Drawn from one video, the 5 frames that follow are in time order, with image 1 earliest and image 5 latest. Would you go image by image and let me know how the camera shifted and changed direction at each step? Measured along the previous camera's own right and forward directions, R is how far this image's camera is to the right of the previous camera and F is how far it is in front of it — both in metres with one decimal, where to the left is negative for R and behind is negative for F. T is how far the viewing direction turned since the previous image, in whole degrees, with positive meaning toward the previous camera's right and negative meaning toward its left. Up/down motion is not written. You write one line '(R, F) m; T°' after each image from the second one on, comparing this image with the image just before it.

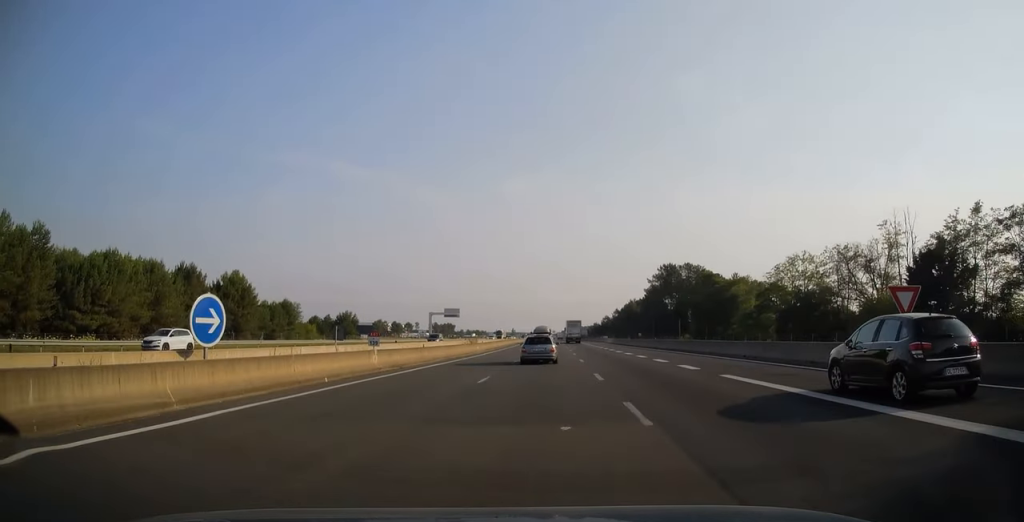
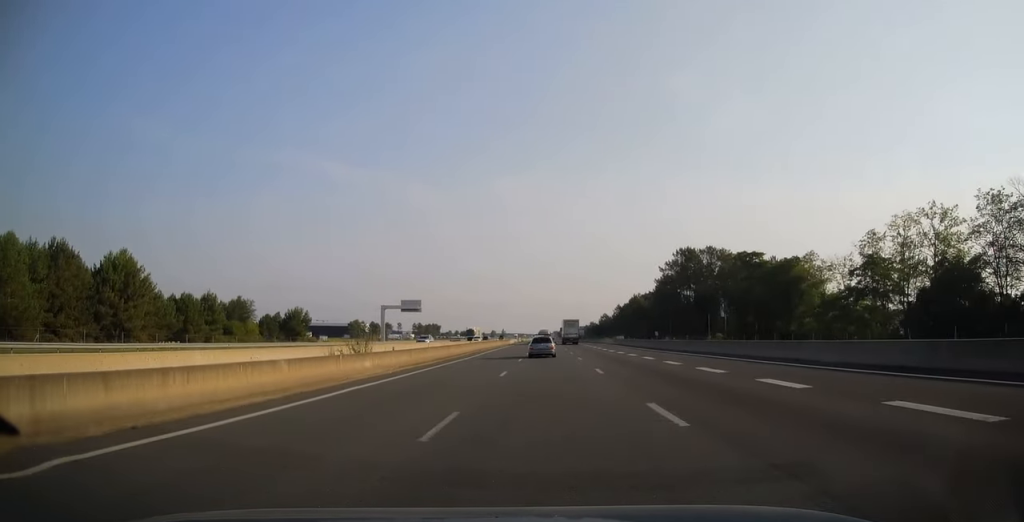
(+0.1, +35.5) m; +1°
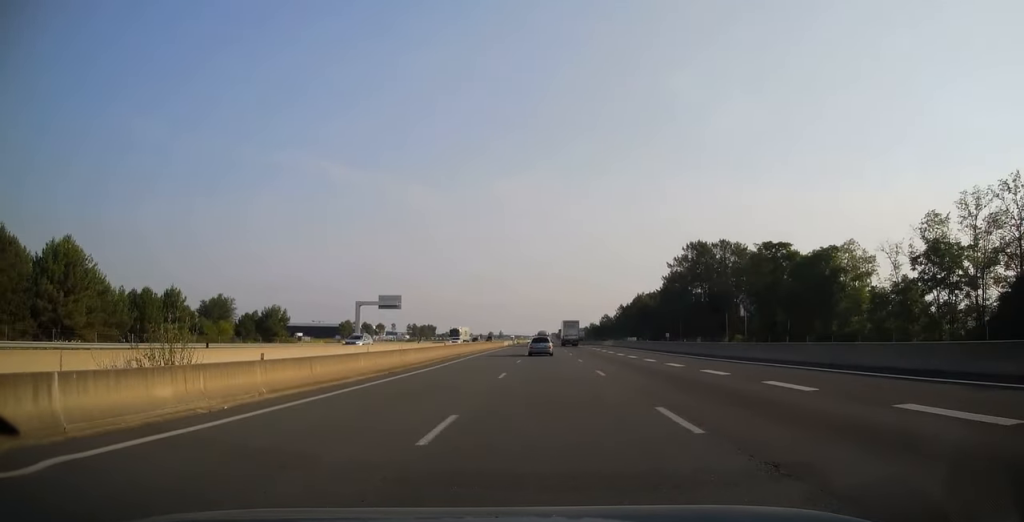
(+0.1, +13.4) m; 0°
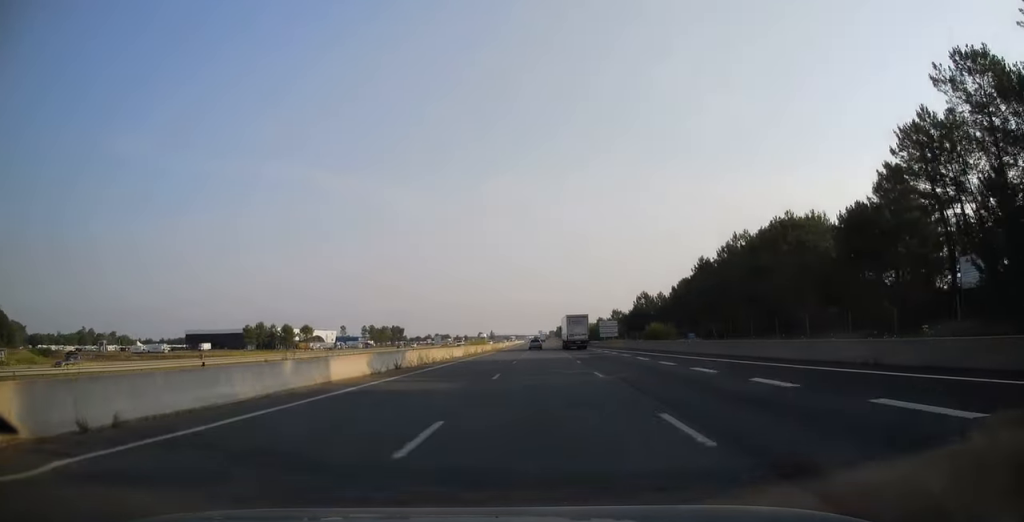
(+1.7, +117.5) m; +1°
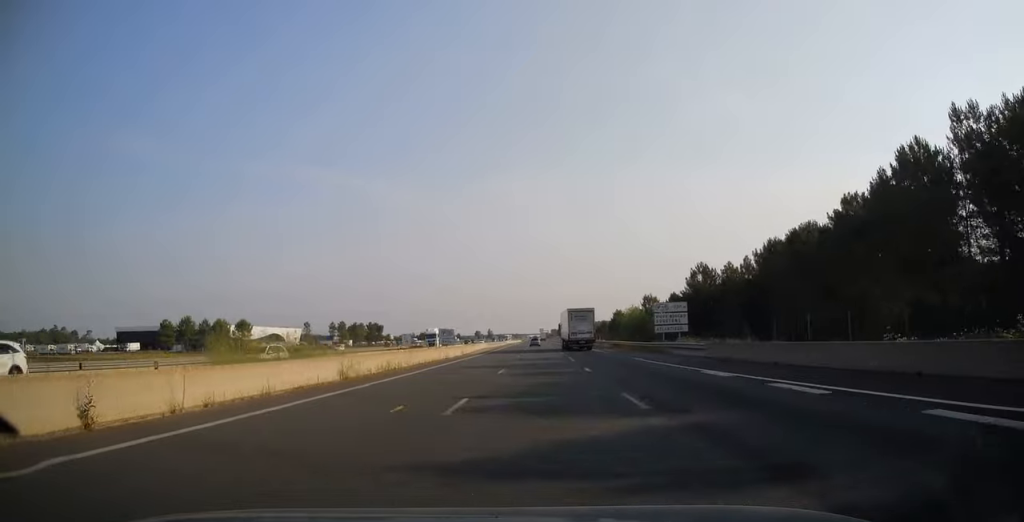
(-0.2, +60.7) m; 0°
